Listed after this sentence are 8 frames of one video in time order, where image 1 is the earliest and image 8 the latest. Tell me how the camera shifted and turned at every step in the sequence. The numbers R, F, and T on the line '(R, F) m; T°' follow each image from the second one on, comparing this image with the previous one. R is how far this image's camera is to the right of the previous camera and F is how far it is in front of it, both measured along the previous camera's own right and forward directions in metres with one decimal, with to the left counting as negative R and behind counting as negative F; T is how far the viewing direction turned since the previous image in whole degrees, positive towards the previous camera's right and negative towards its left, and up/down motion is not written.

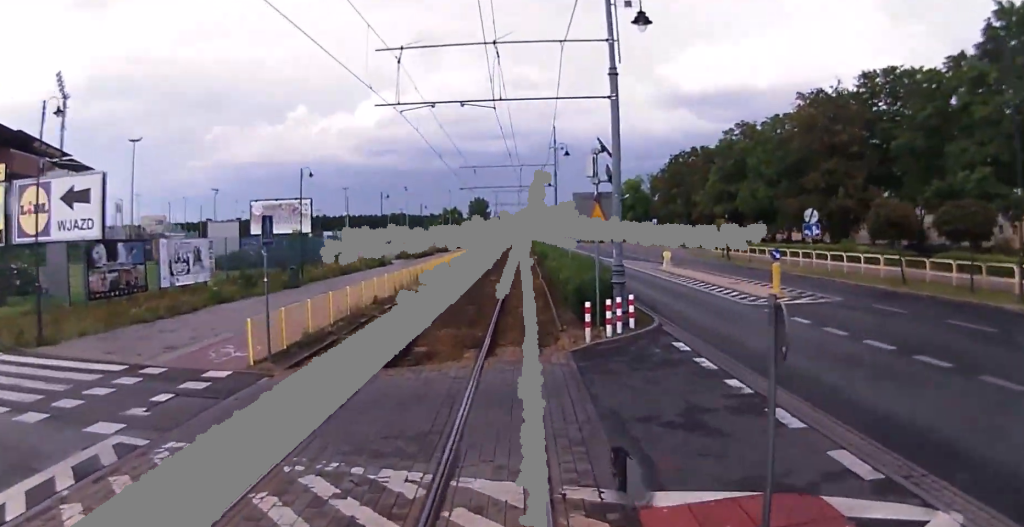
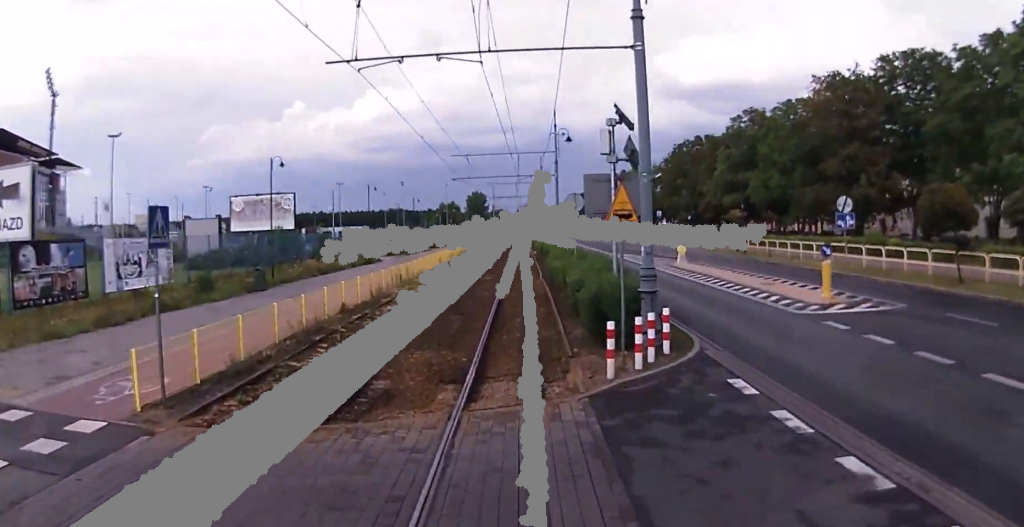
(-0.1, +4.4) m; -1°
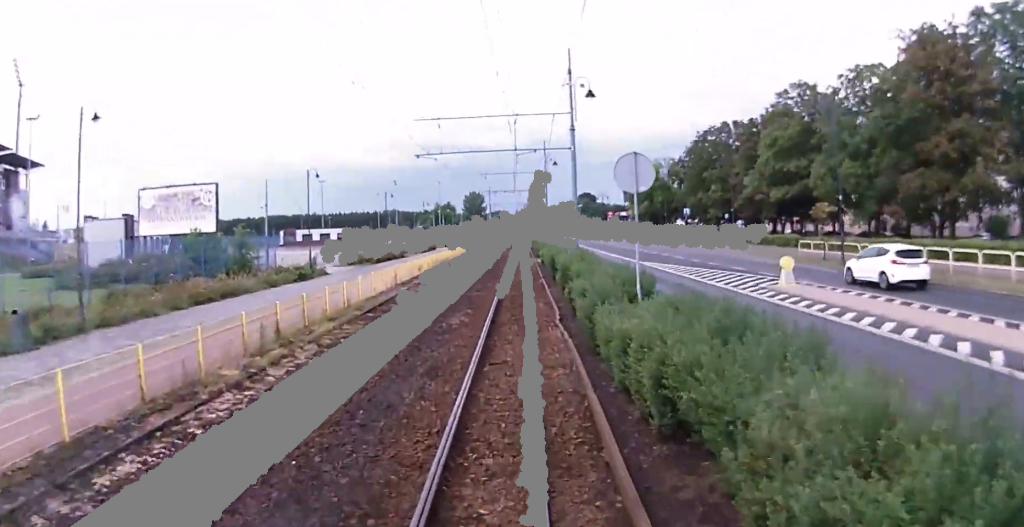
(+0.3, +15.8) m; +2°
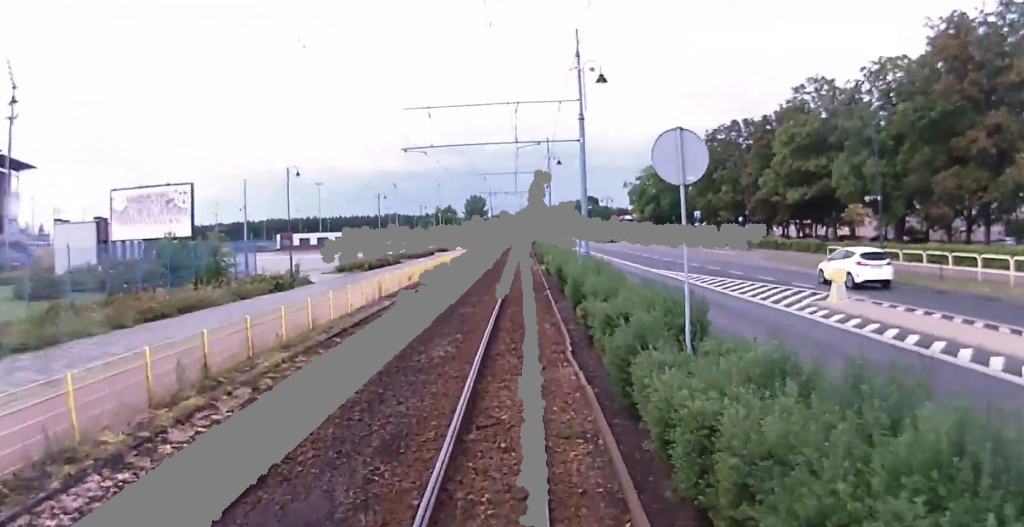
(0.0, +3.7) m; 0°
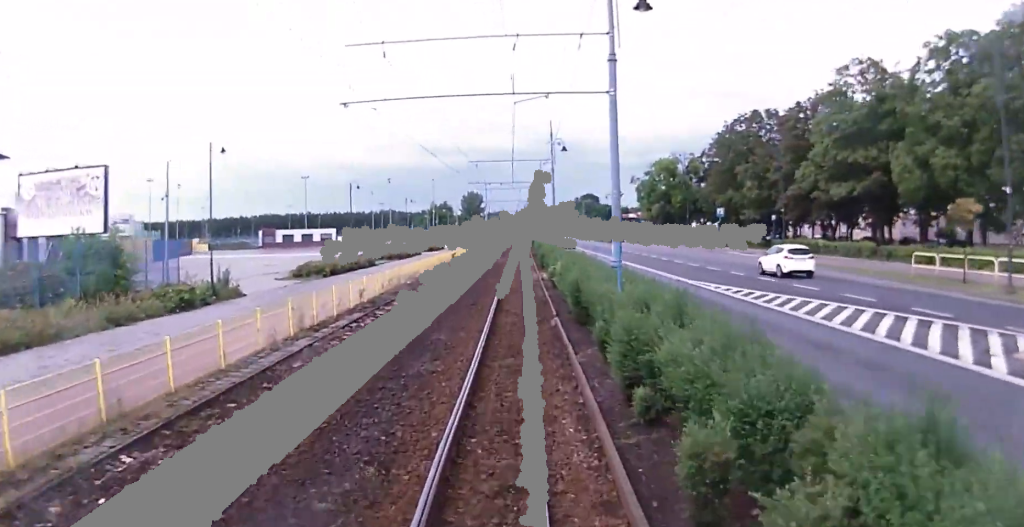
(+0.1, +9.0) m; 0°
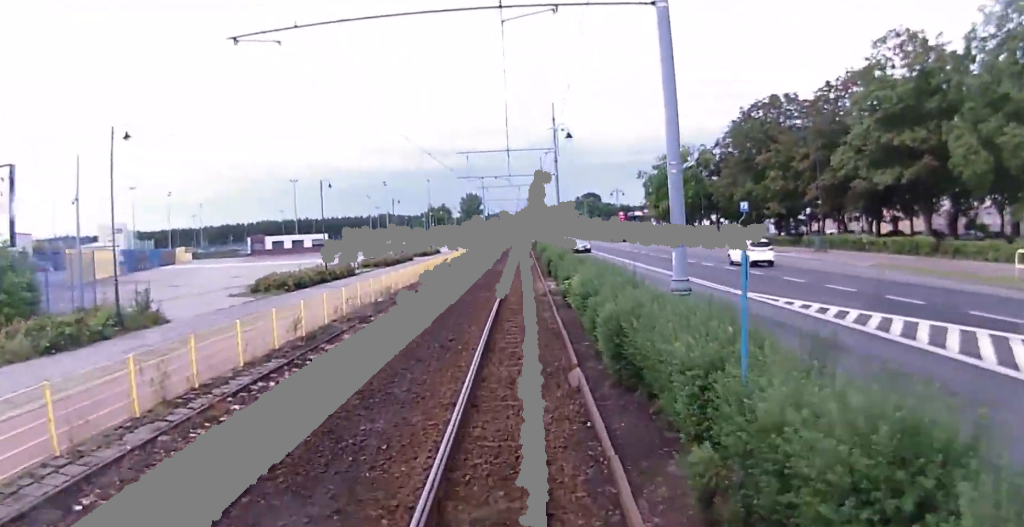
(-0.1, +7.0) m; 0°
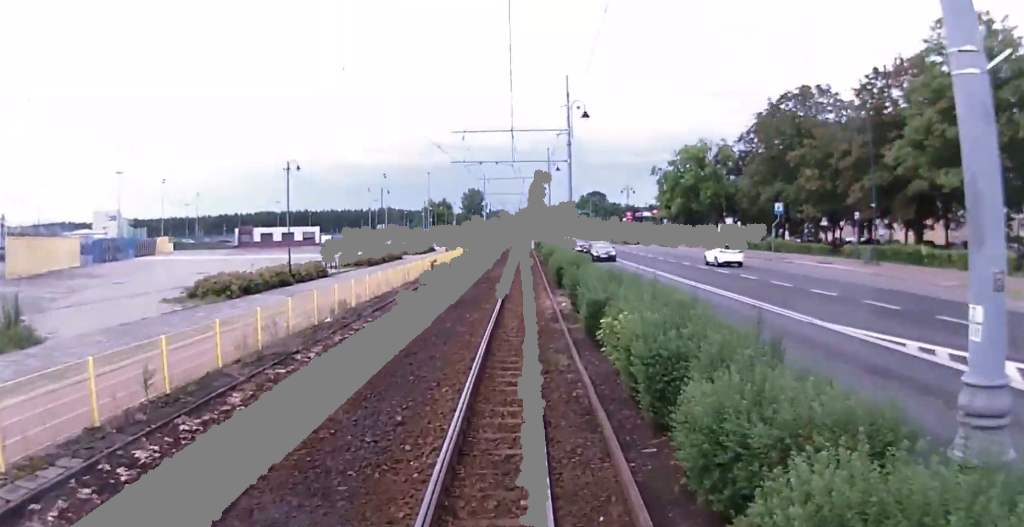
(0.0, +7.2) m; -1°
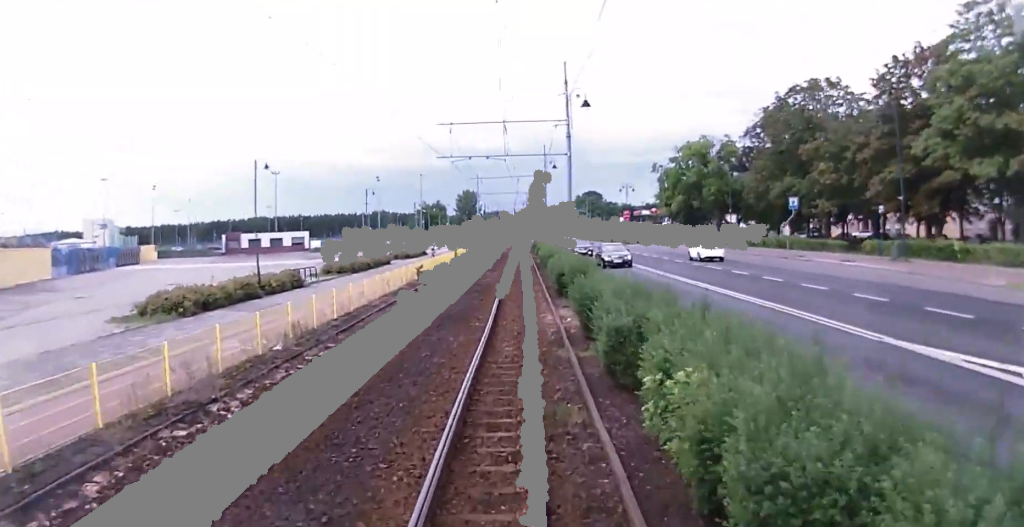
(+0.2, +3.9) m; -1°
